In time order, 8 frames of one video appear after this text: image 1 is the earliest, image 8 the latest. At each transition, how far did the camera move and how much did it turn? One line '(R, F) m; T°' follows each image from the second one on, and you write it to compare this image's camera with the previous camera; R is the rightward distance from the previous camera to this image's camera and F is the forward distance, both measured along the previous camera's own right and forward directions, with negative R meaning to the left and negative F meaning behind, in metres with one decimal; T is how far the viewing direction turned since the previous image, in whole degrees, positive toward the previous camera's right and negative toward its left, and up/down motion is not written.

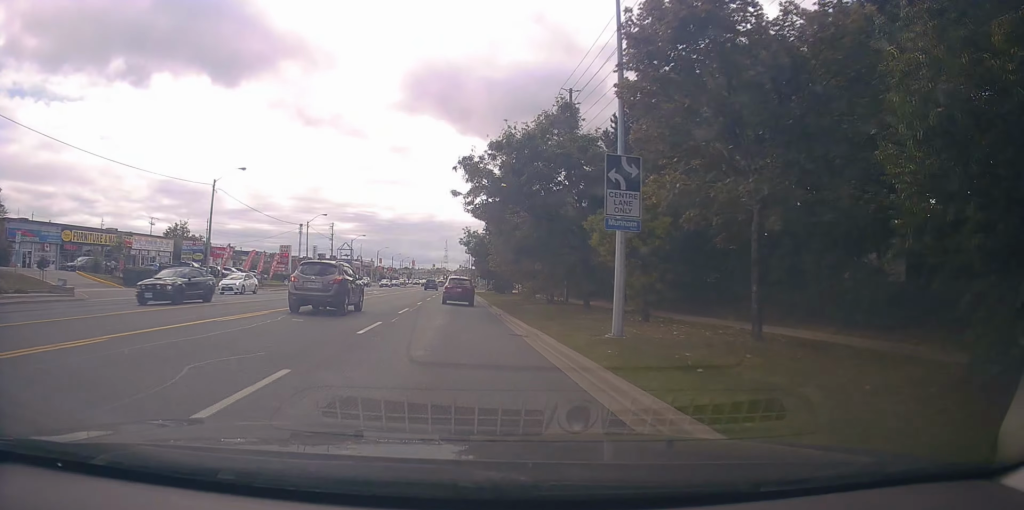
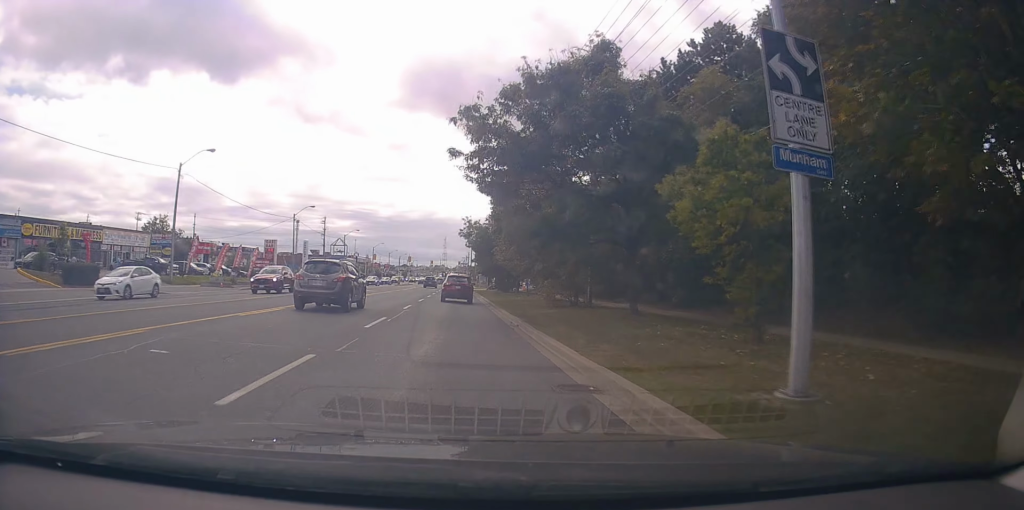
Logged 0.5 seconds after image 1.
(+0.1, +7.5) m; 0°
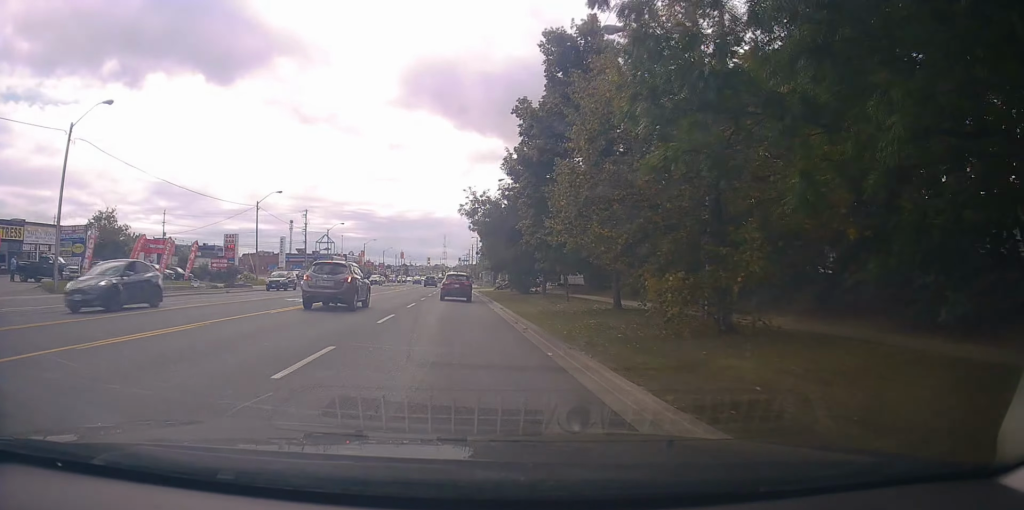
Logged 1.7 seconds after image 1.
(+0.1, +16.4) m; 0°
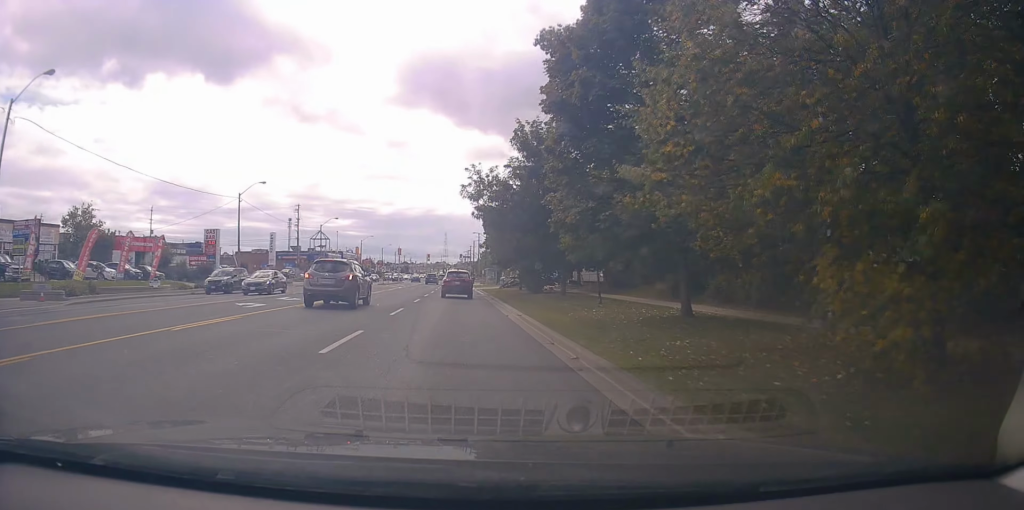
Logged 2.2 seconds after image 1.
(0.0, +6.6) m; -1°
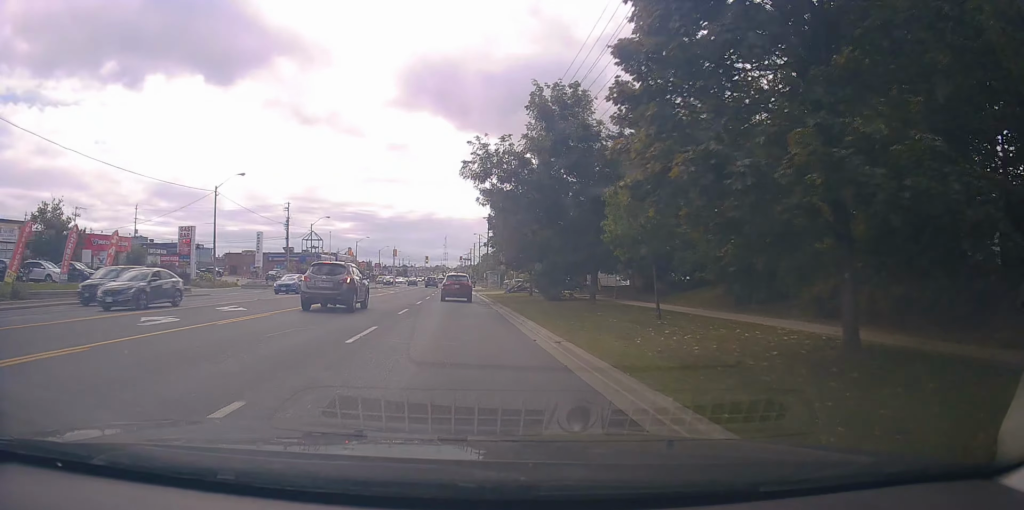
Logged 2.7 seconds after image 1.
(-0.1, +6.9) m; +1°
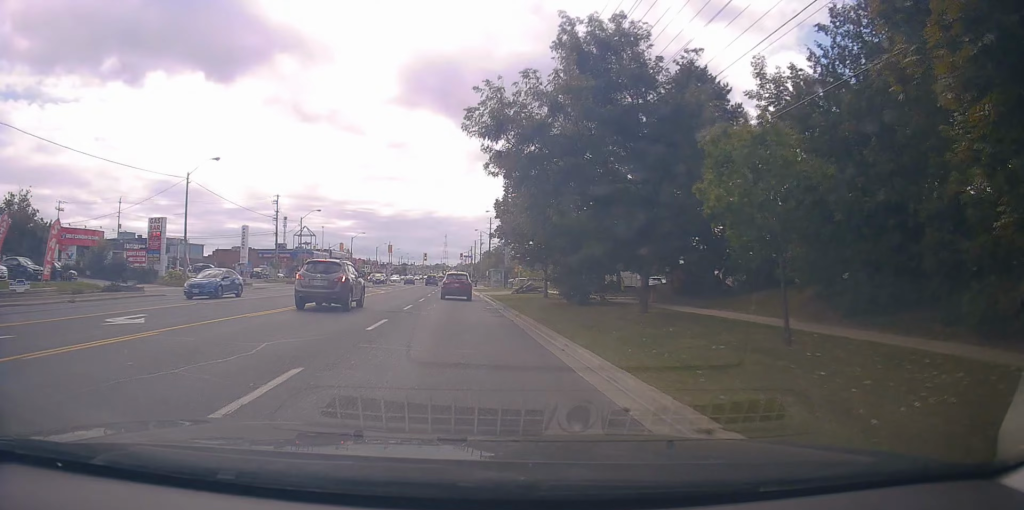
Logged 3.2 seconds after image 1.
(-0.2, +6.9) m; +1°
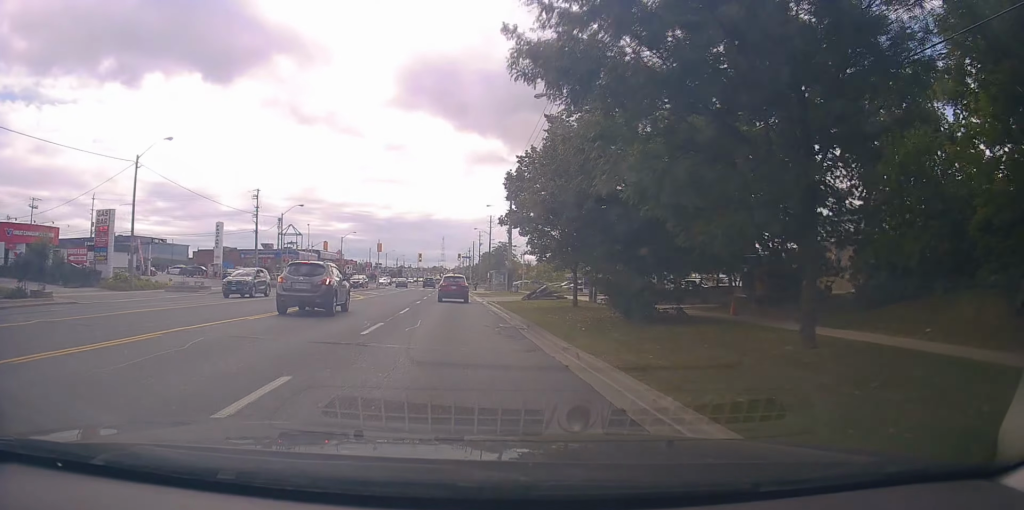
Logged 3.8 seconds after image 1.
(+0.4, +9.0) m; -1°
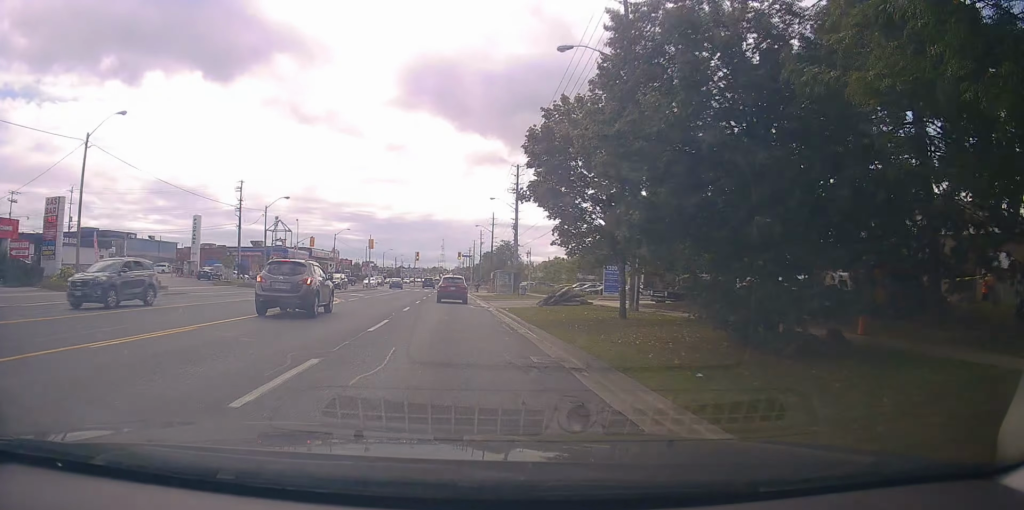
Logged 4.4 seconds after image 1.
(0.0, +7.2) m; -1°
